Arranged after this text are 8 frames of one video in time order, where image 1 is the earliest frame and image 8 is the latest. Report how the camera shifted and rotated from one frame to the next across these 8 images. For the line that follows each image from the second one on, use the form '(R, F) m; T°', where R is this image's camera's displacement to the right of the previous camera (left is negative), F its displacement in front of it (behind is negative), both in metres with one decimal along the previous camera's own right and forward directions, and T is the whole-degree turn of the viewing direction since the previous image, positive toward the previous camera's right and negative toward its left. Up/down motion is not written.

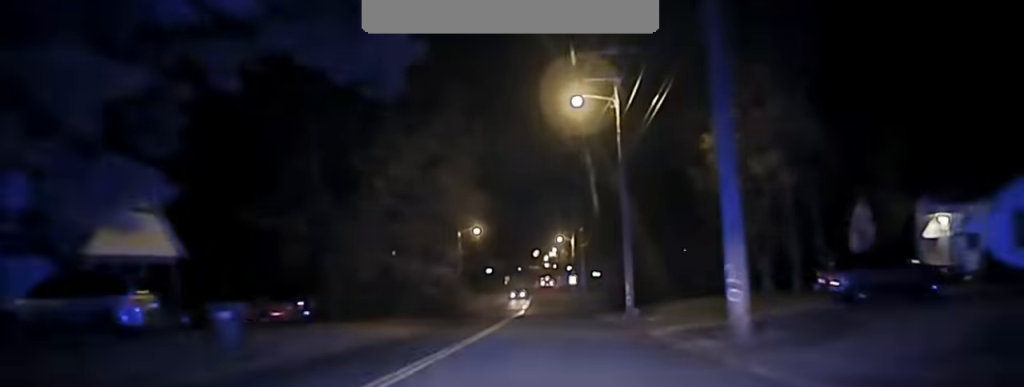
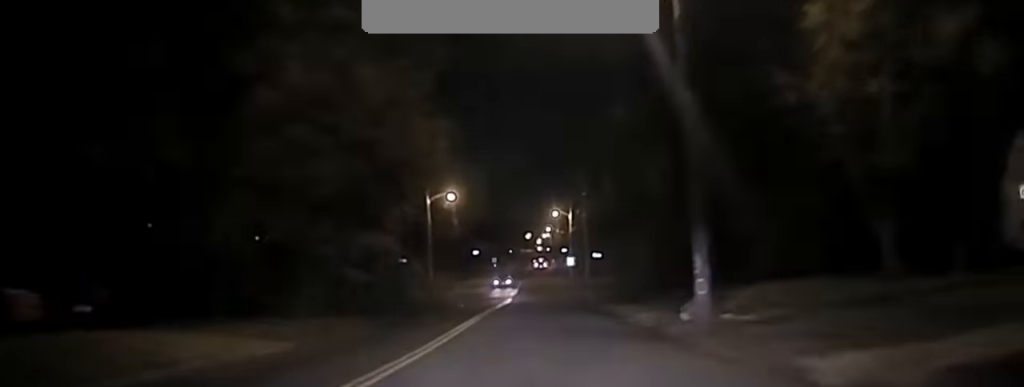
(-0.1, +19.8) m; 0°
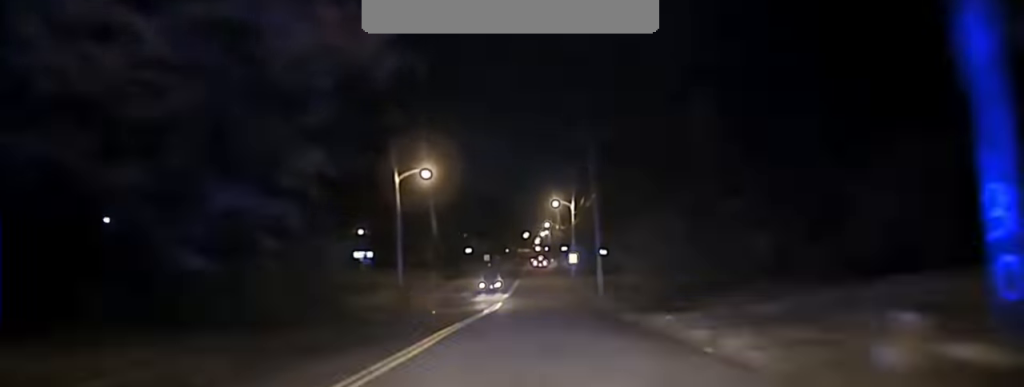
(0.0, +13.3) m; 0°
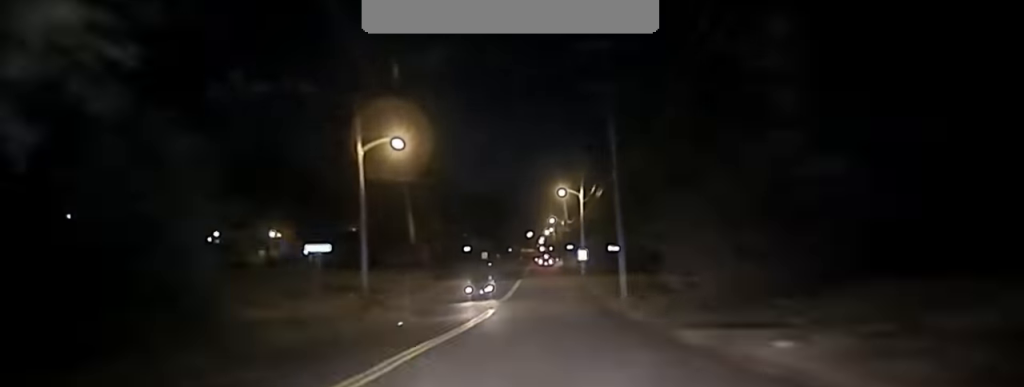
(0.0, +10.7) m; 0°
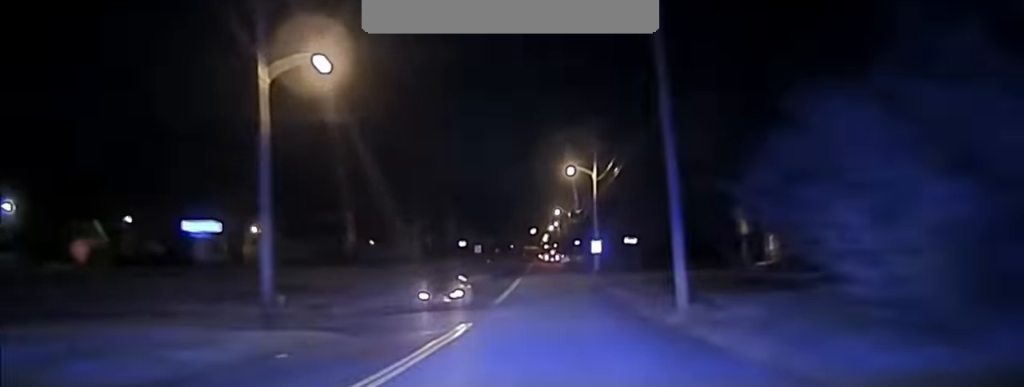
(+0.1, +13.6) m; 0°
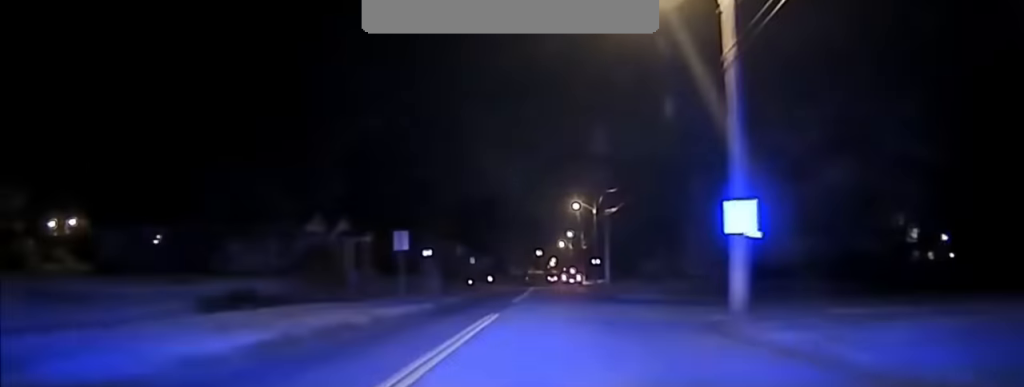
(+0.1, +44.5) m; 0°
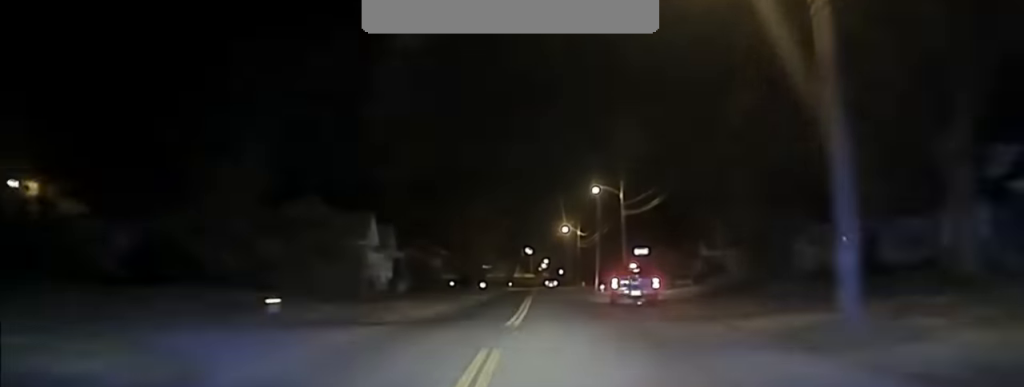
(-0.8, +72.7) m; 0°
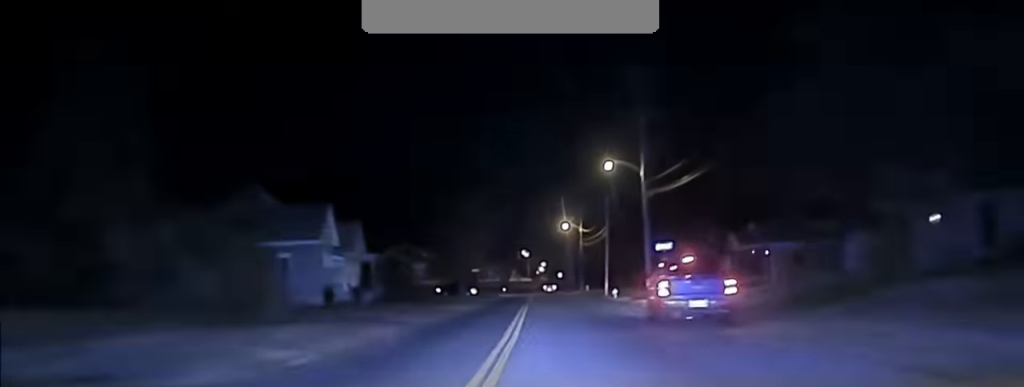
(+0.2, +16.0) m; 0°
